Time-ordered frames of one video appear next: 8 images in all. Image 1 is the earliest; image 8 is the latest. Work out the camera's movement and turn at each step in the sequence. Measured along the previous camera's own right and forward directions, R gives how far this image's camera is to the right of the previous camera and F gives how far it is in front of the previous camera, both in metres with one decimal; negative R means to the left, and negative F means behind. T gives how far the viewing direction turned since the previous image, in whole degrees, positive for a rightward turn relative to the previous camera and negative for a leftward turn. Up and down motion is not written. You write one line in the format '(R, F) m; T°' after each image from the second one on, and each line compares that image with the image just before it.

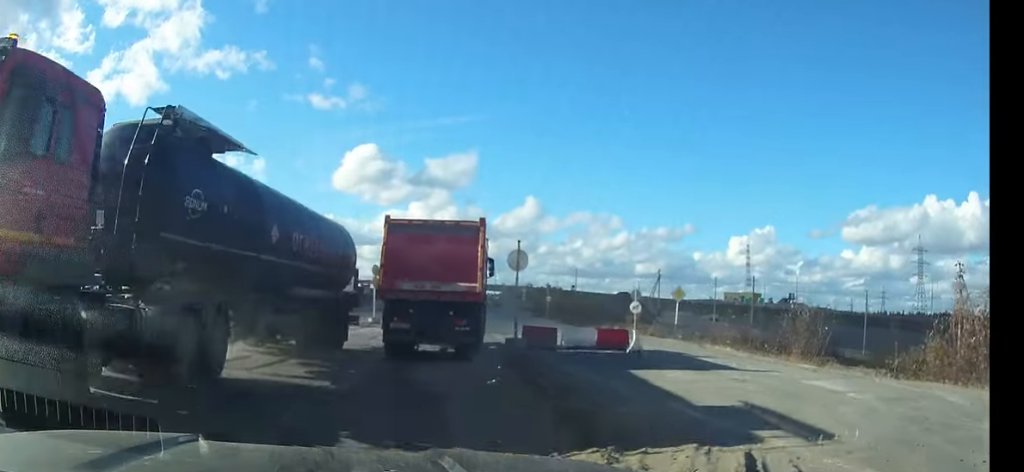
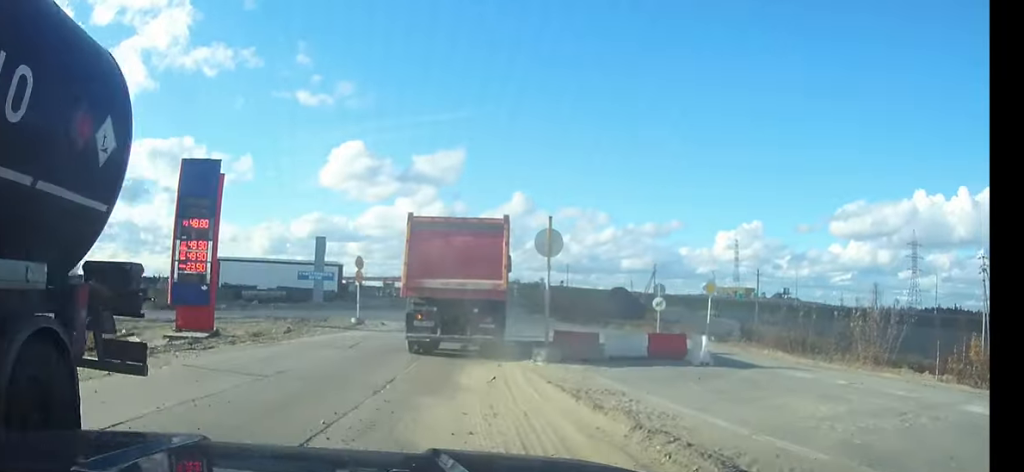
(+0.2, +5.3) m; +4°
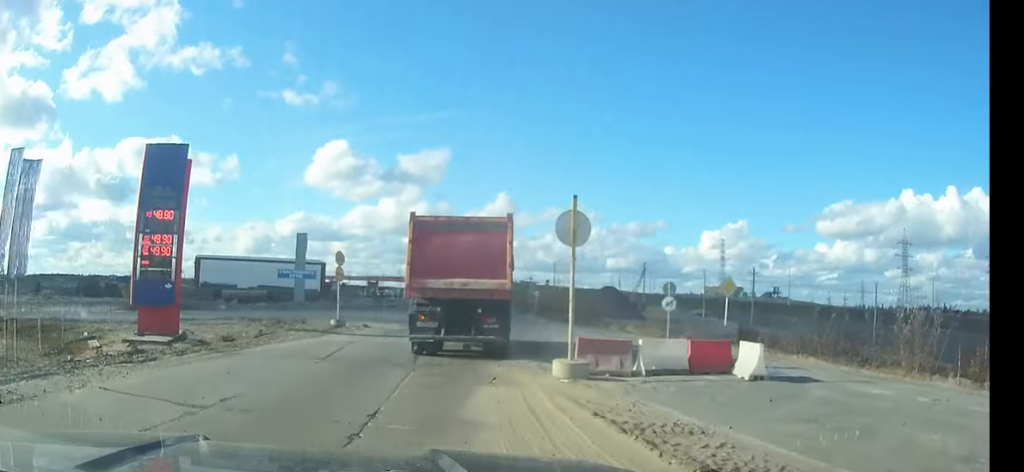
(0.0, +3.0) m; +3°
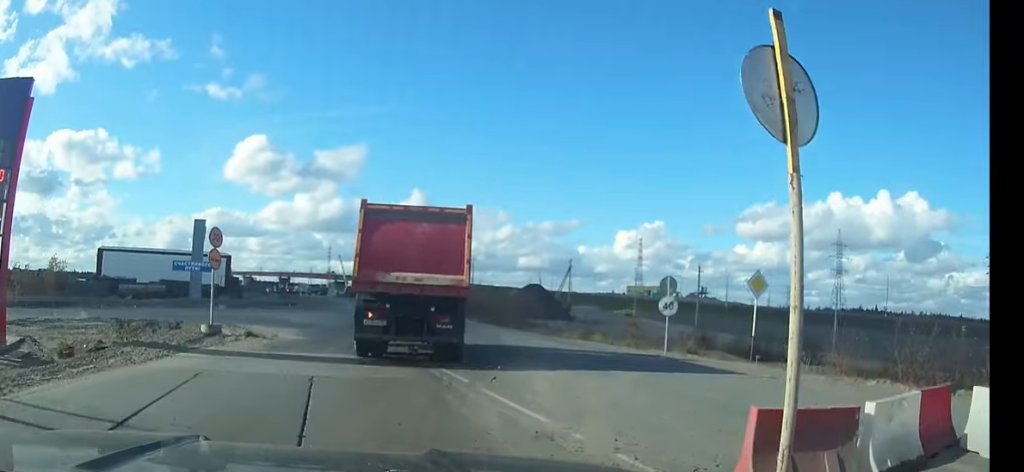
(+1.0, +9.6) m; +9°
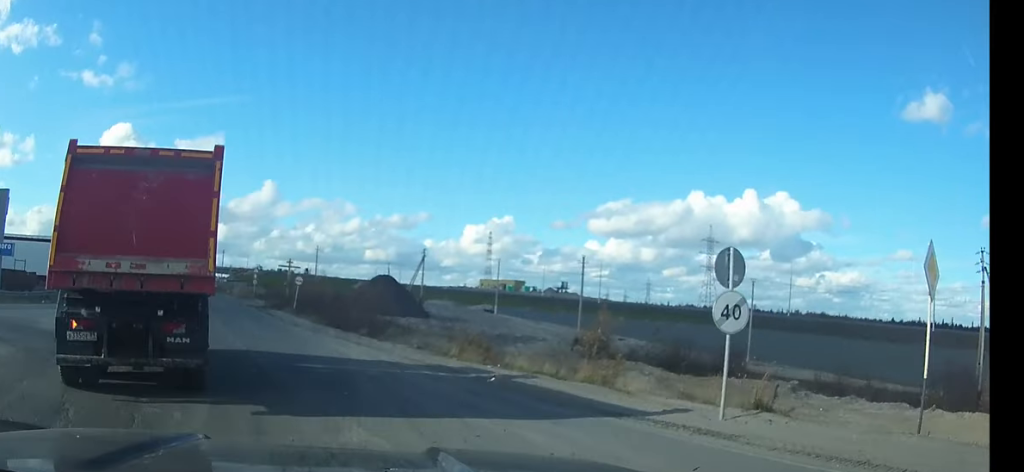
(+0.6, +15.0) m; -2°
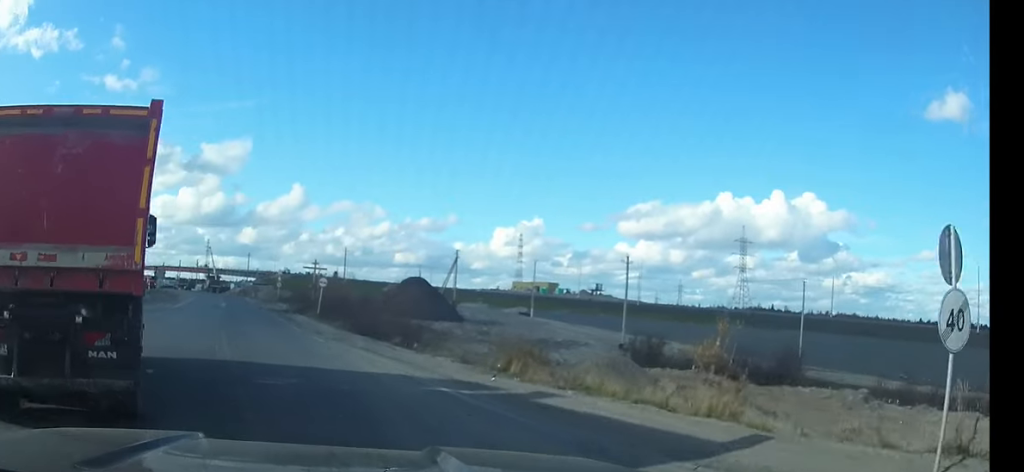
(-0.3, +5.0) m; -2°
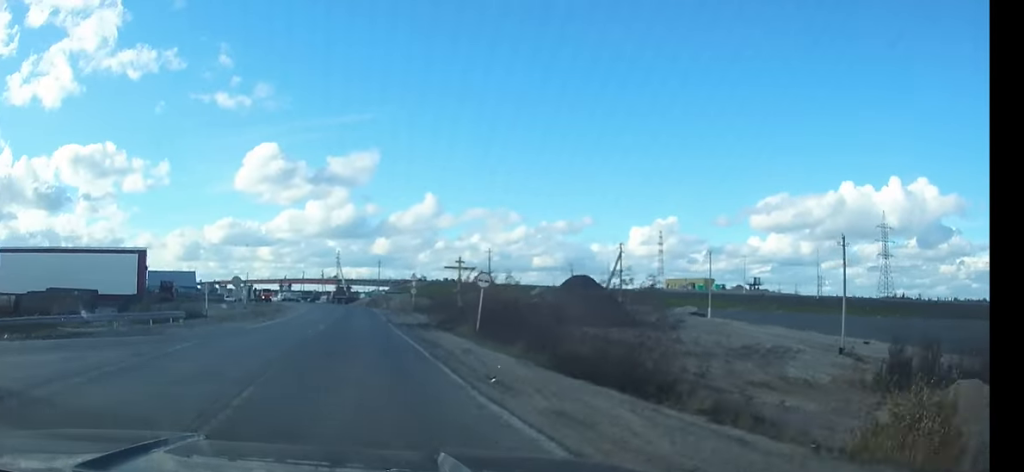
(-1.0, +16.3) m; -5°
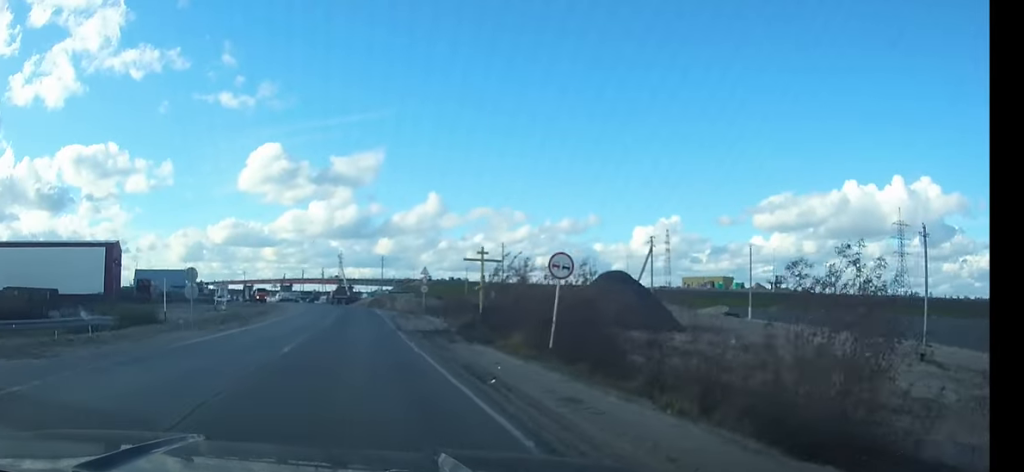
(-0.1, +10.6) m; -1°
